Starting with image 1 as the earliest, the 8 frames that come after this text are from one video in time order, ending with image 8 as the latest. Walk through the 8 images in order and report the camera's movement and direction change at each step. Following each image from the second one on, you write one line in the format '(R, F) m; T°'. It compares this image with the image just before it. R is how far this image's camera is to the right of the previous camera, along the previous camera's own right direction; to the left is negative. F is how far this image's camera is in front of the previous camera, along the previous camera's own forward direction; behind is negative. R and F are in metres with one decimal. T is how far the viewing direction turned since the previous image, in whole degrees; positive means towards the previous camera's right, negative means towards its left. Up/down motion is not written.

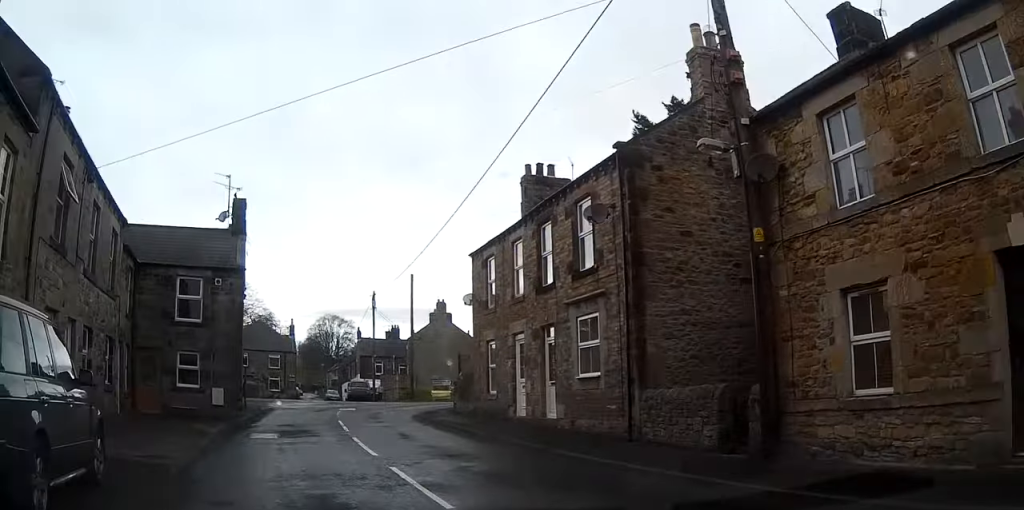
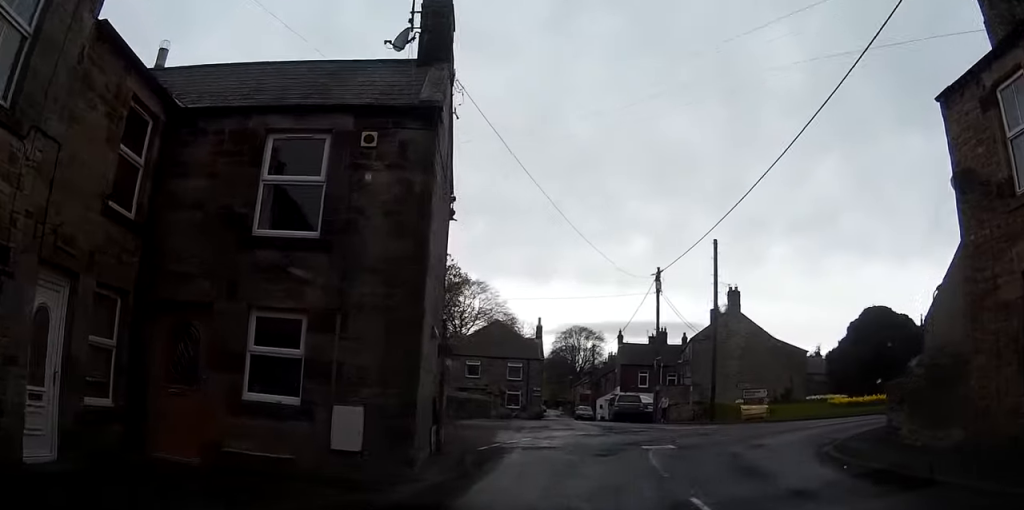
(-4.1, +13.8) m; -17°
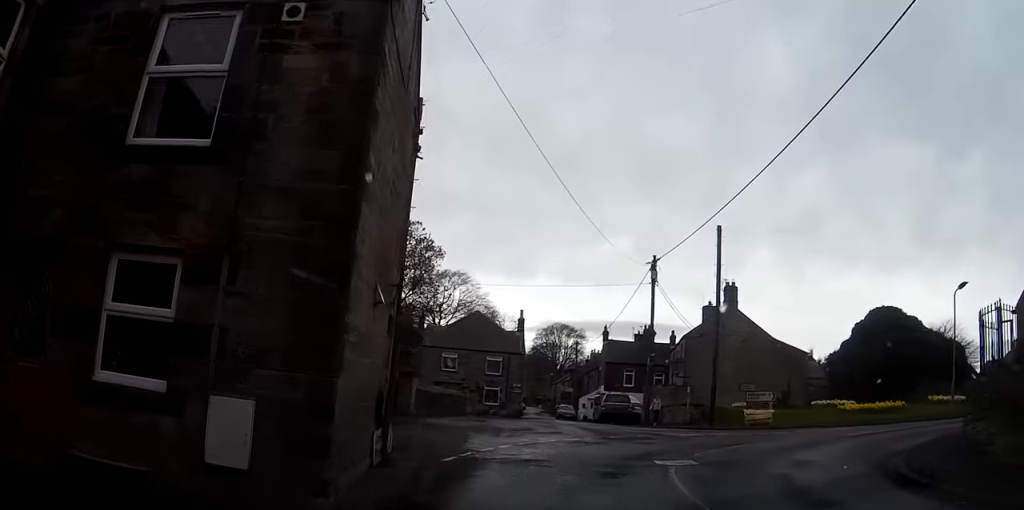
(0.0, +3.3) m; +3°
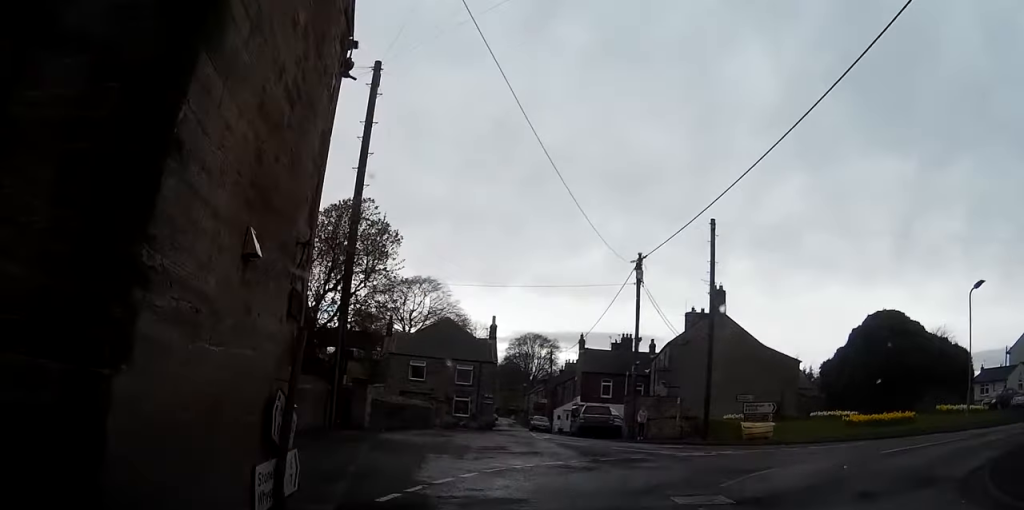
(-0.1, +3.2) m; +5°
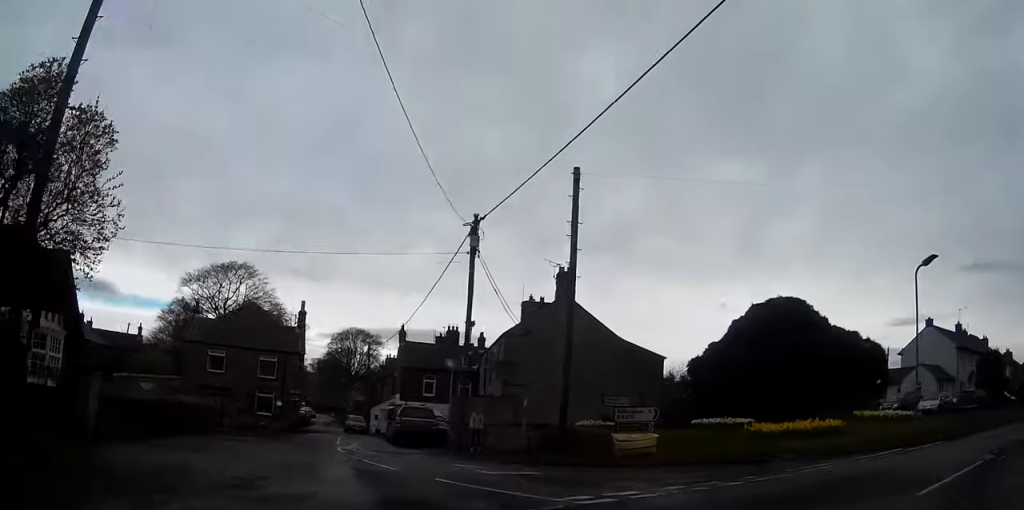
(+0.8, +6.8) m; +18°
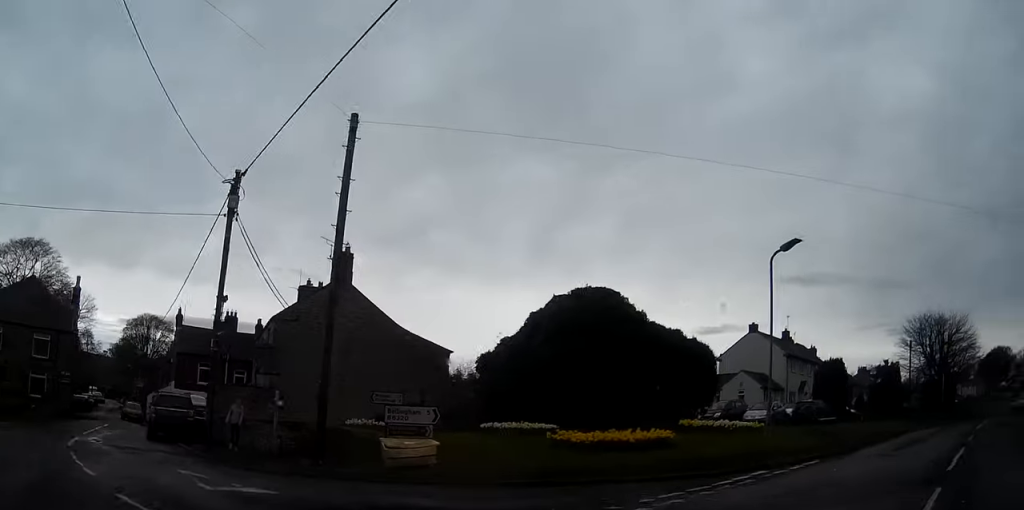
(+0.3, +3.9) m; +14°
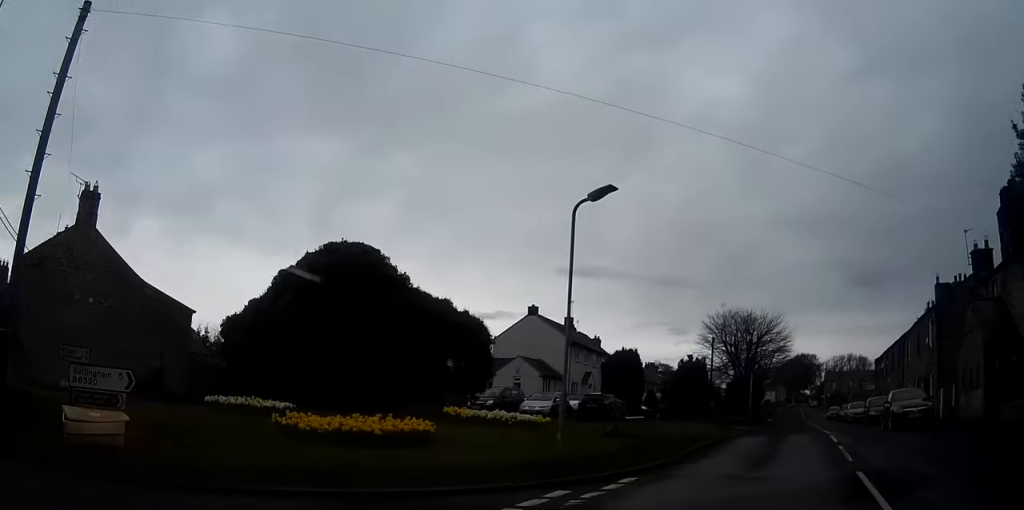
(+0.6, +4.3) m; +15°
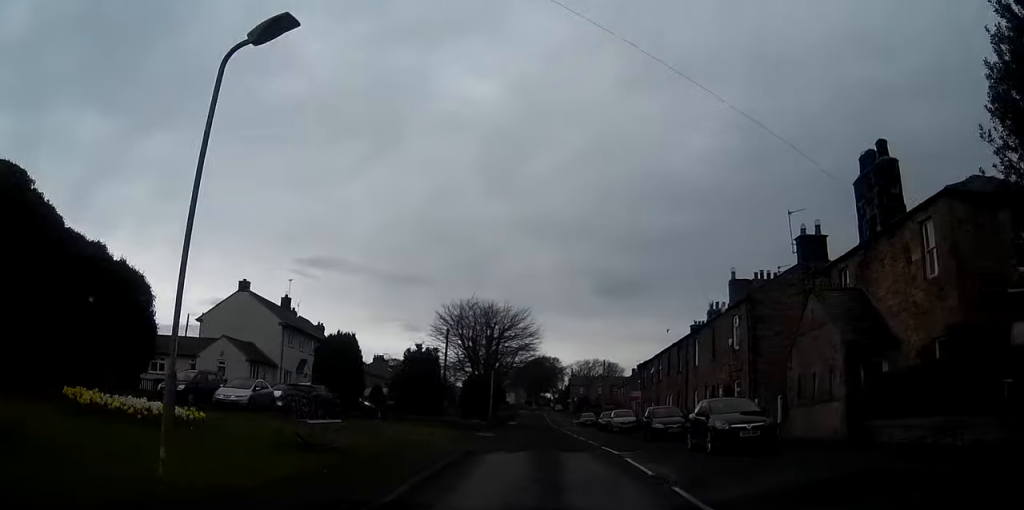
(+1.4, +6.8) m; +15°
